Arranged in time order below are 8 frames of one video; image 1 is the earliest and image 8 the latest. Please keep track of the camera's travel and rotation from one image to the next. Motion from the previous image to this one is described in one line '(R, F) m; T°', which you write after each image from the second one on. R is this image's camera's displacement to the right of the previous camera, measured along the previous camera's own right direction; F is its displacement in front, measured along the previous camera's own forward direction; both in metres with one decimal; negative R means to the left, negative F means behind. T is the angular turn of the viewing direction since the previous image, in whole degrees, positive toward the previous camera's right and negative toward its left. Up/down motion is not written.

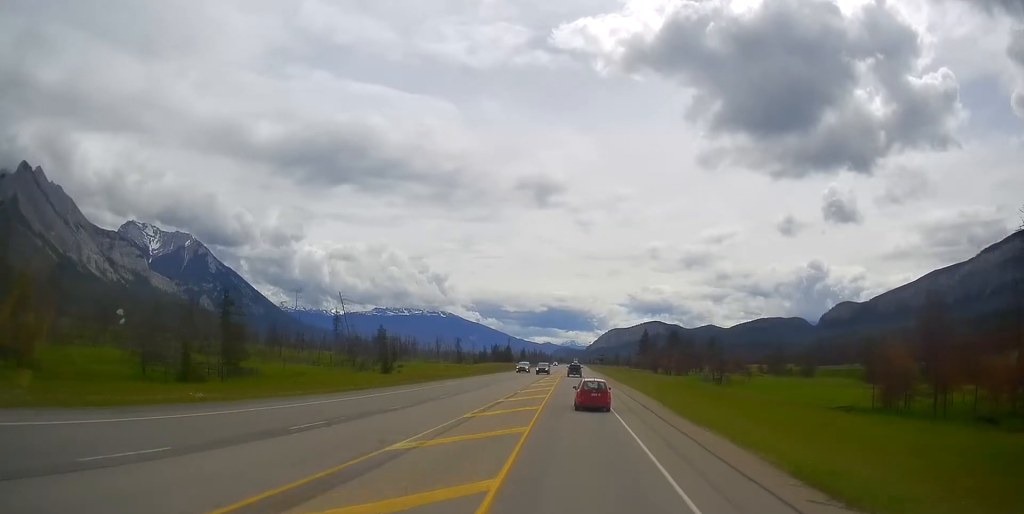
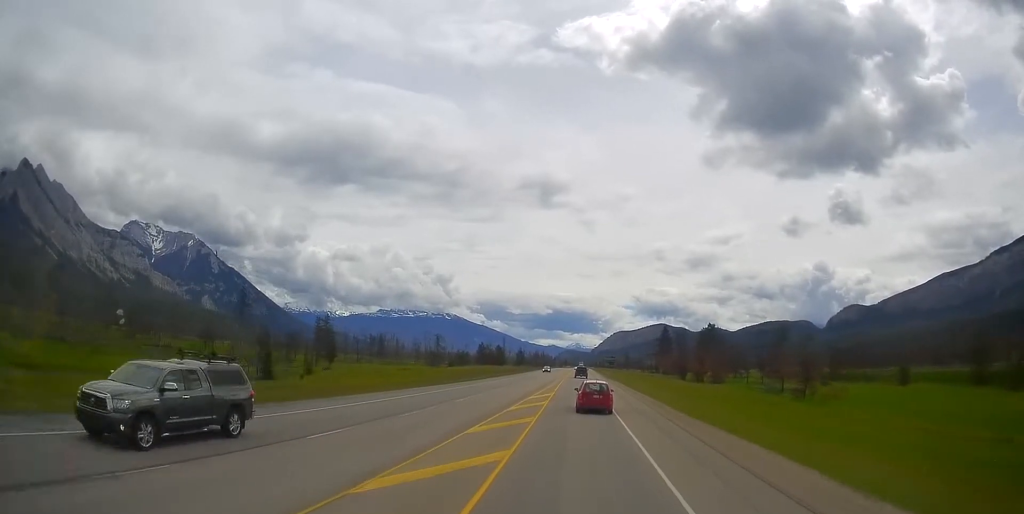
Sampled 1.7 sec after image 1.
(+0.2, +45.1) m; 0°
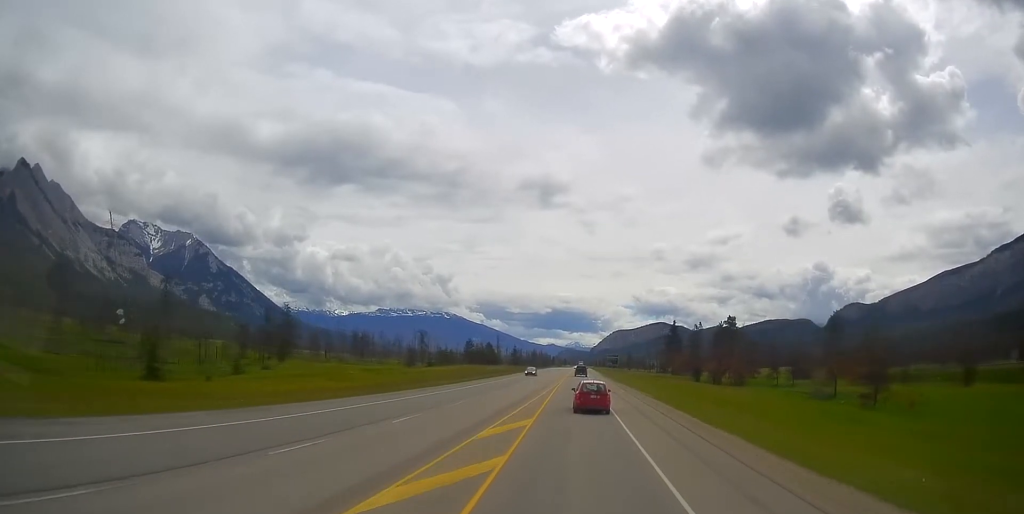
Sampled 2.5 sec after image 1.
(-0.3, +20.9) m; 0°
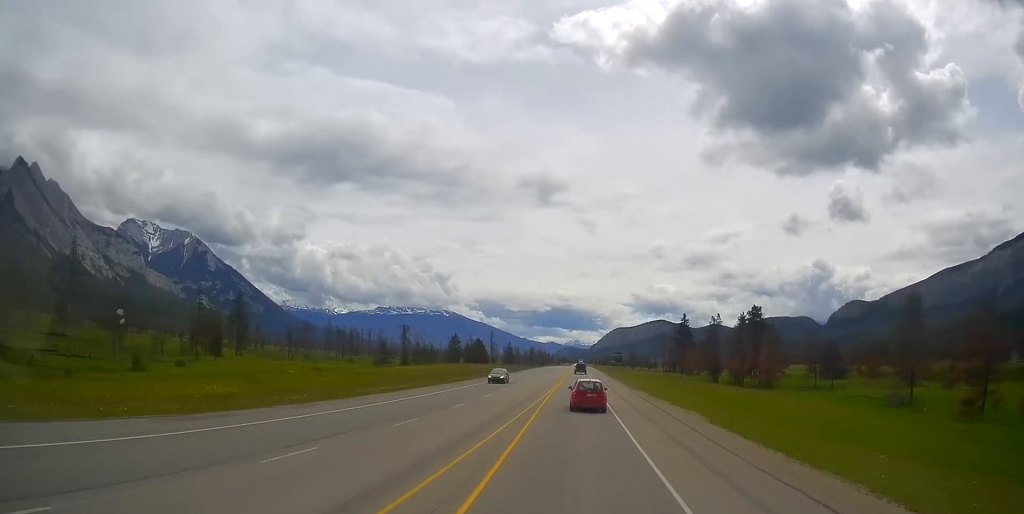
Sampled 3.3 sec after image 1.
(+0.2, +19.1) m; +1°
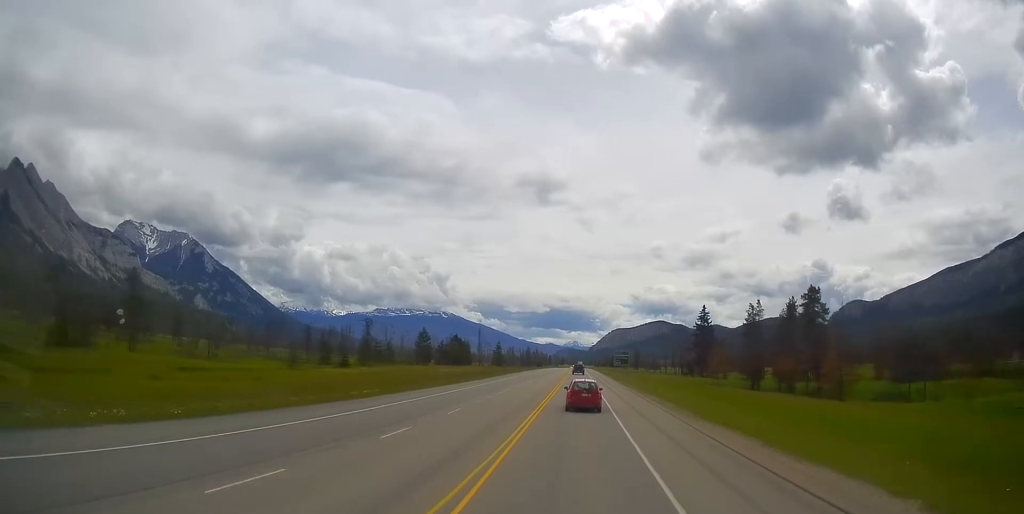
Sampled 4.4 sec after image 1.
(+0.4, +29.5) m; 0°
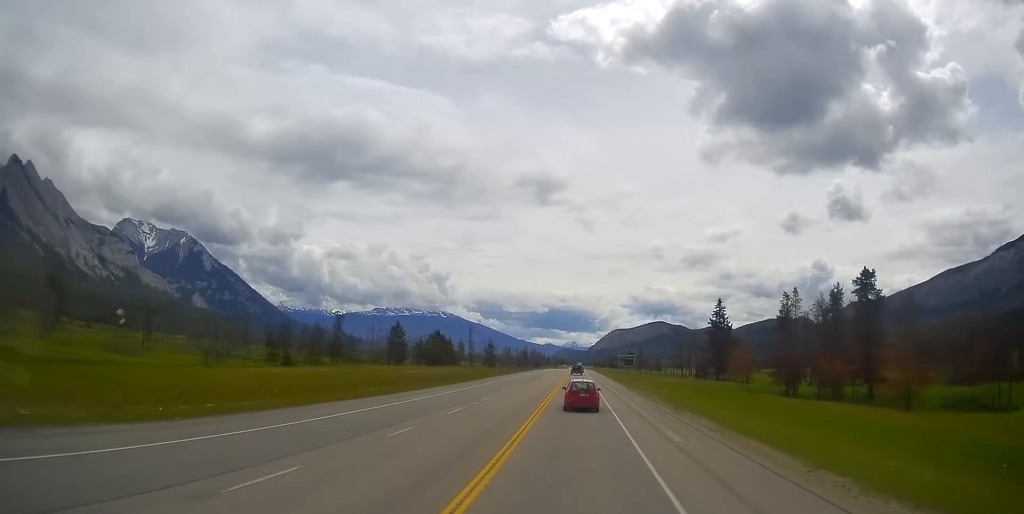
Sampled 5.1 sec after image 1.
(-0.4, +17.3) m; -1°
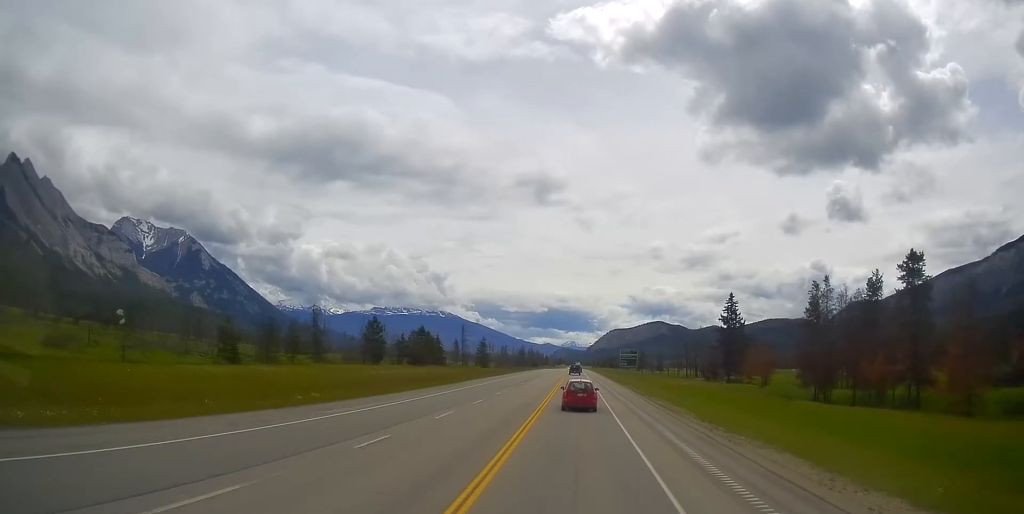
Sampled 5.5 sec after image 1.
(-0.2, +11.3) m; 0°
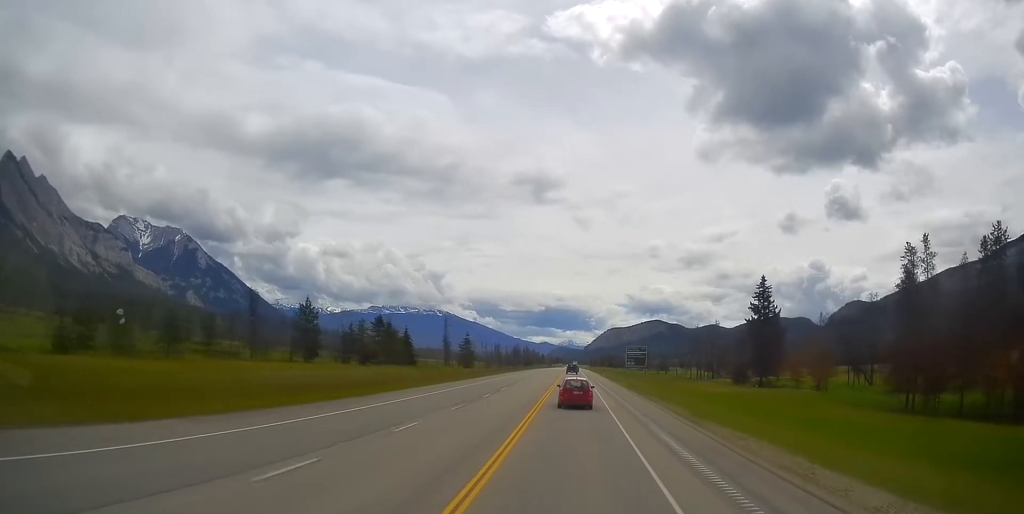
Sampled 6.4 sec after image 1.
(+0.3, +23.0) m; 0°
